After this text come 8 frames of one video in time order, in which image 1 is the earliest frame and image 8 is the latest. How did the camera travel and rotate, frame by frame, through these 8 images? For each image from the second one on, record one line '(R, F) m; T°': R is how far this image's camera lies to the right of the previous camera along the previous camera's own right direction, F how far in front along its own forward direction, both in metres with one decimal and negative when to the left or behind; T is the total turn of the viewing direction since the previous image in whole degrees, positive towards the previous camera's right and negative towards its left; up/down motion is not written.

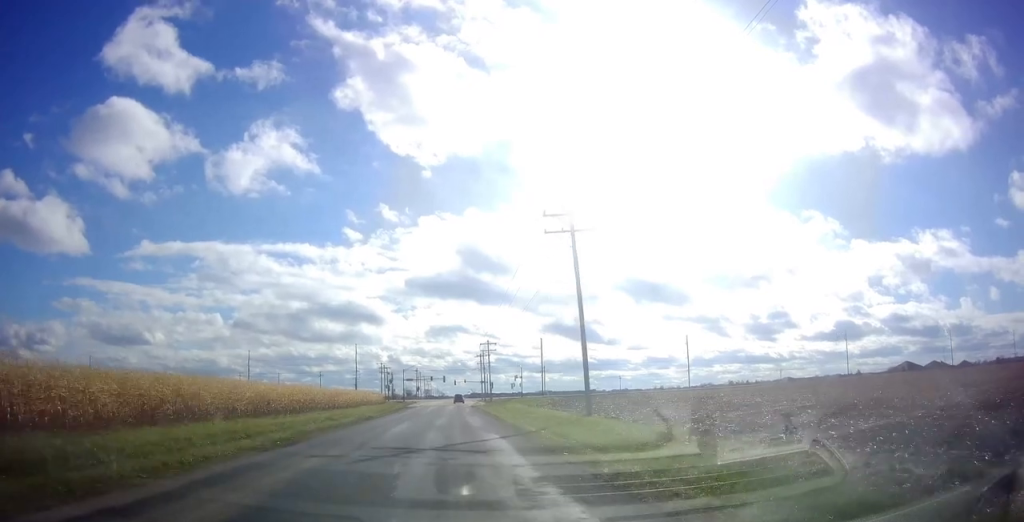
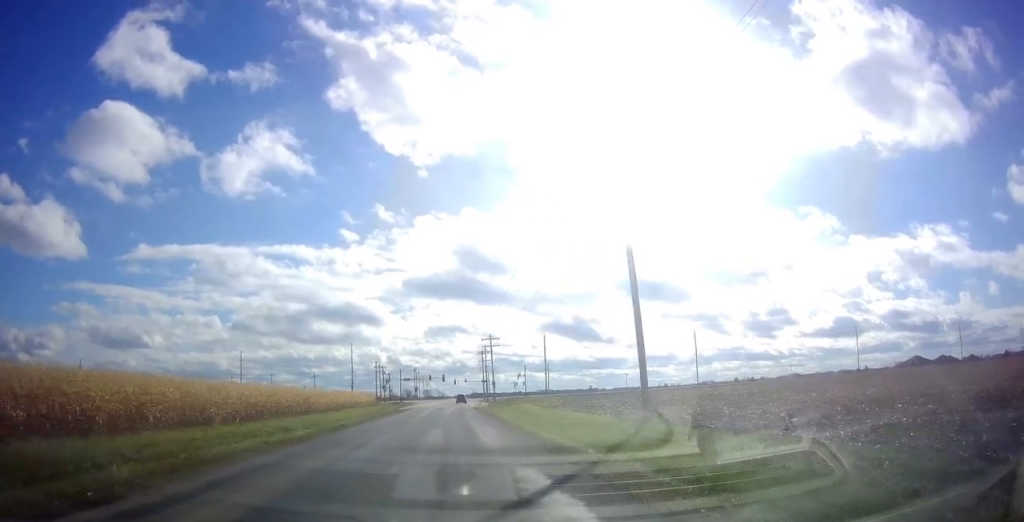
(-0.3, +10.3) m; -1°
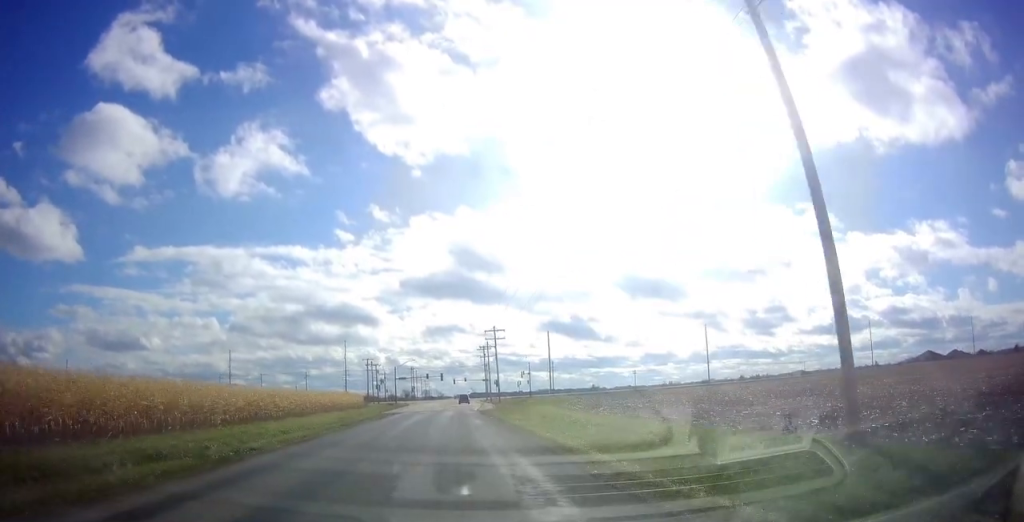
(-0.2, +12.6) m; -1°
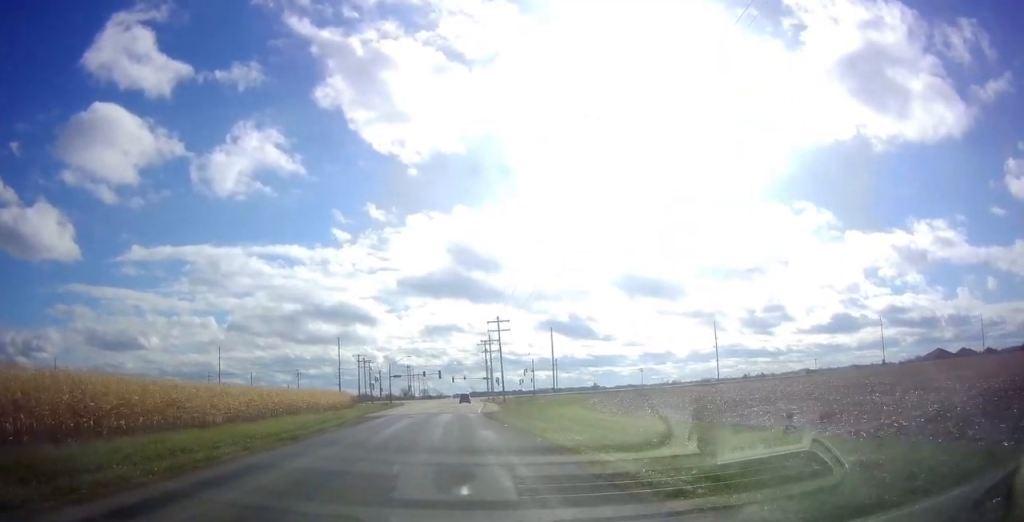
(0.0, +10.1) m; 0°
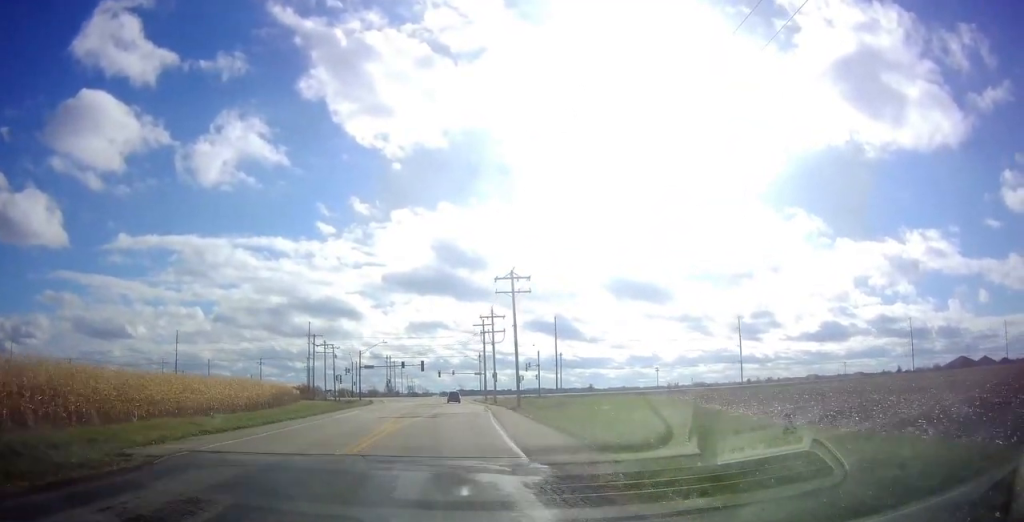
(+0.3, +31.1) m; +1°
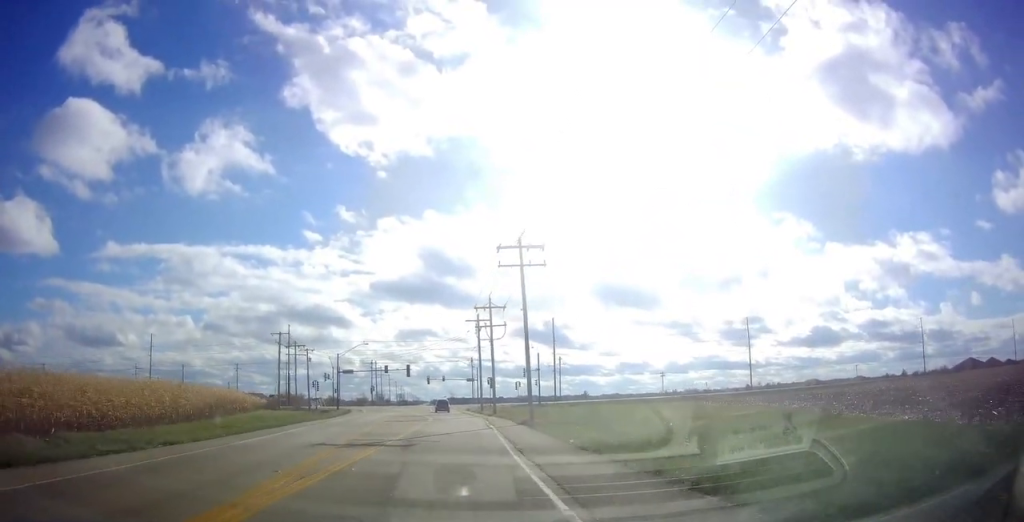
(0.0, +14.5) m; 0°
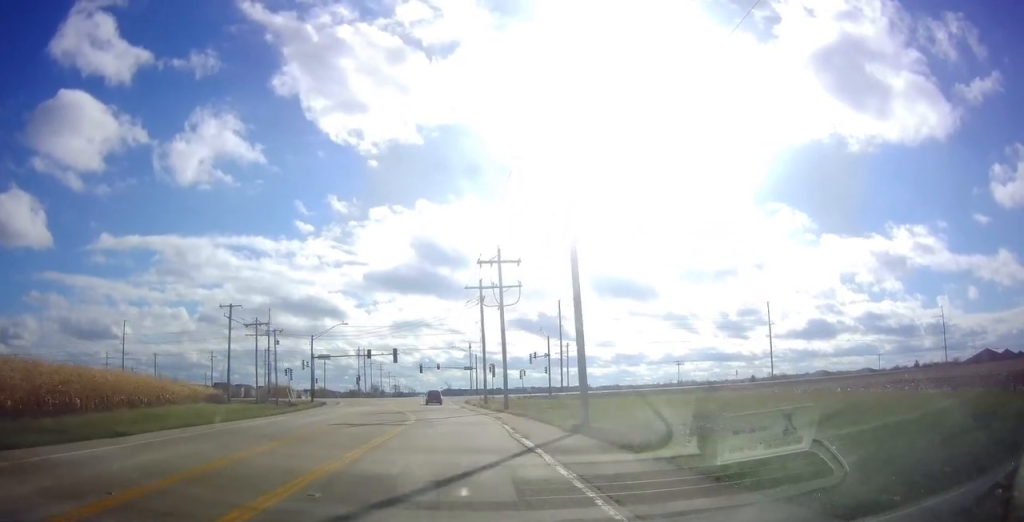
(0.0, +18.0) m; 0°
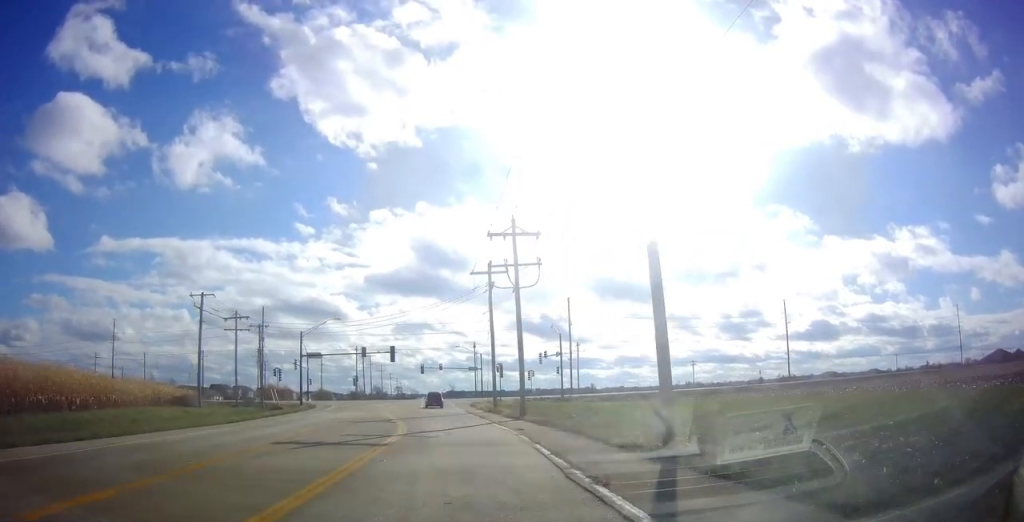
(0.0, +8.8) m; 0°
